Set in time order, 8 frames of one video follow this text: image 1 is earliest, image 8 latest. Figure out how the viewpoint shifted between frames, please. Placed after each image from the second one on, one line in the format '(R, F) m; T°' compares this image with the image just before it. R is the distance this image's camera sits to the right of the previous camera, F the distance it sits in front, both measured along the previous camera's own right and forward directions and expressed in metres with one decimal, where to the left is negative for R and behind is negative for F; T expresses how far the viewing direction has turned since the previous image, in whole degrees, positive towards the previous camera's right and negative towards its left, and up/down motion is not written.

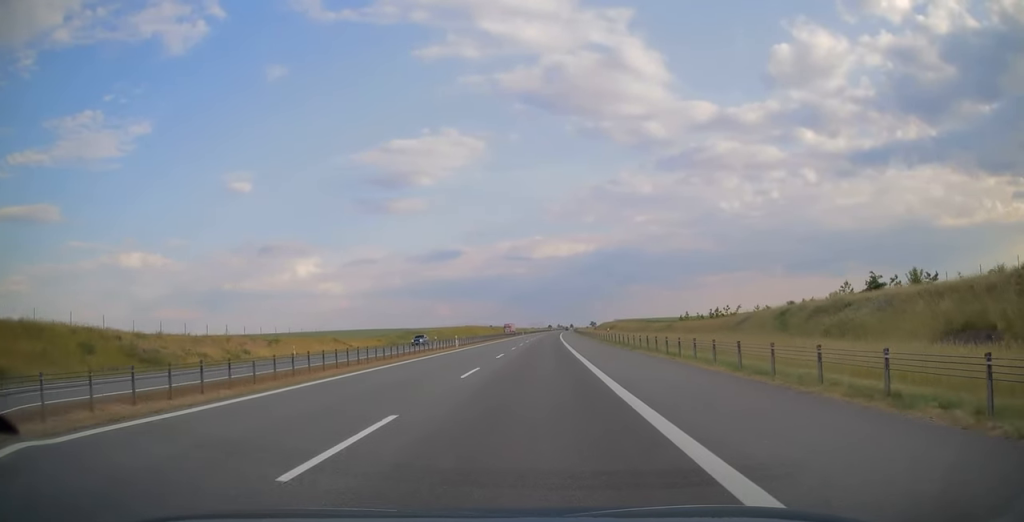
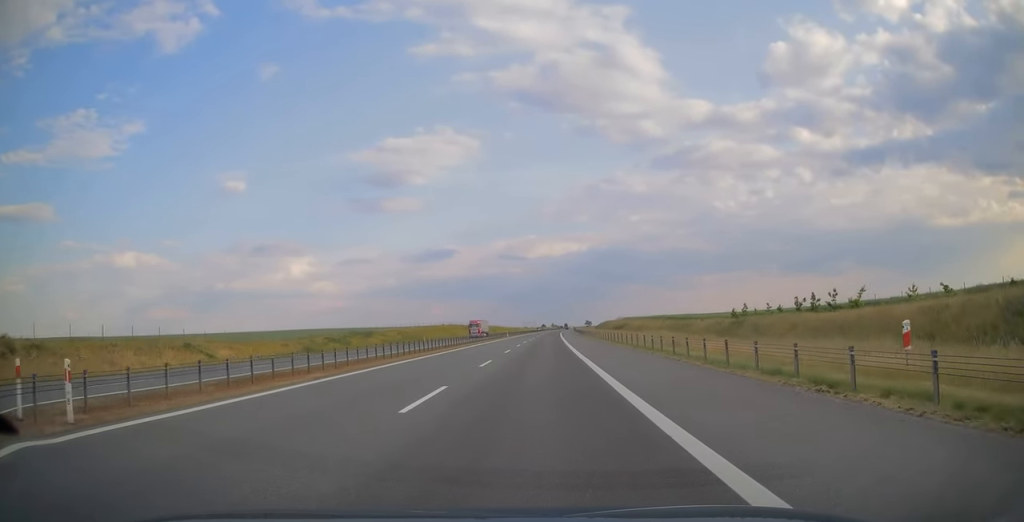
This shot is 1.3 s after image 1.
(+0.2, +43.6) m; +1°
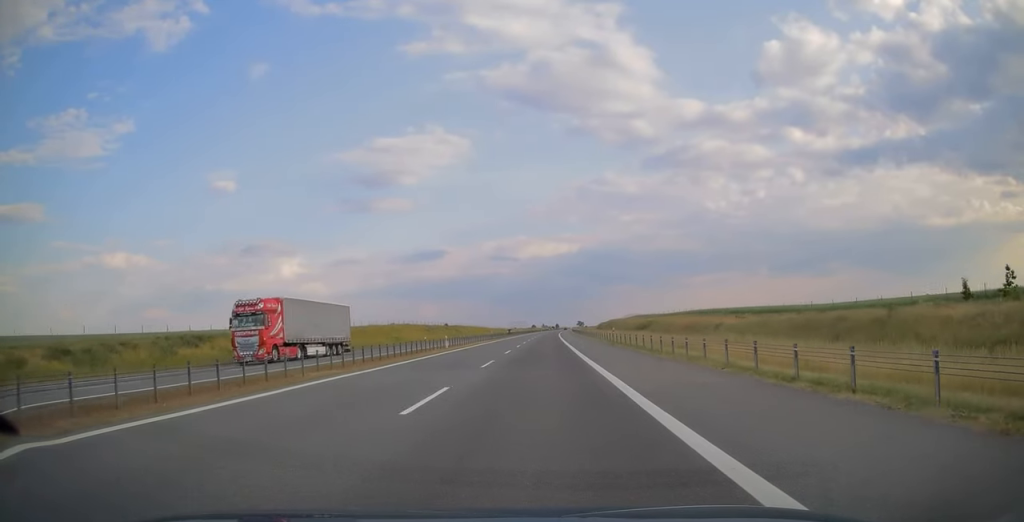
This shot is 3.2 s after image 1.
(+0.5, +60.2) m; +1°
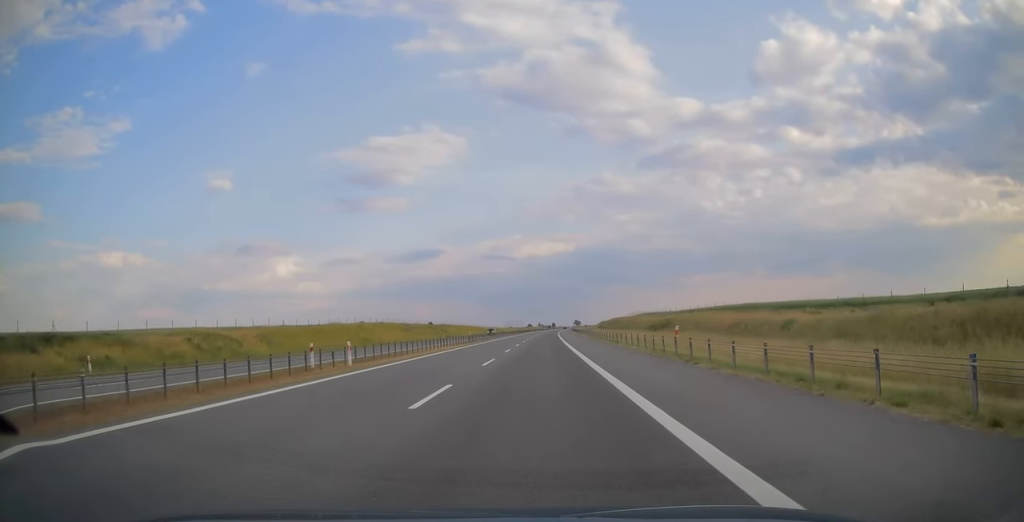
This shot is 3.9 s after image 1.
(0.0, +23.5) m; 0°
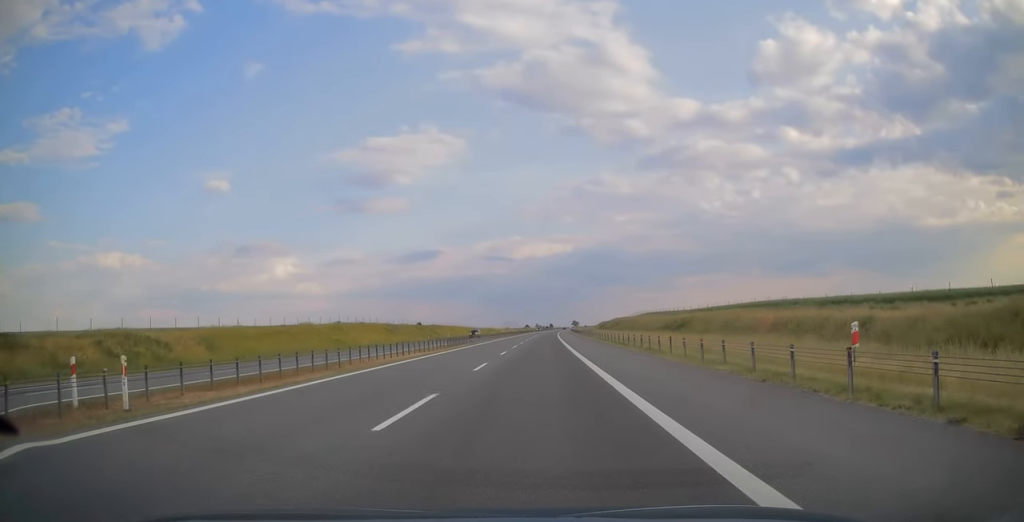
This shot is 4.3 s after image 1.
(0.0, +14.2) m; 0°
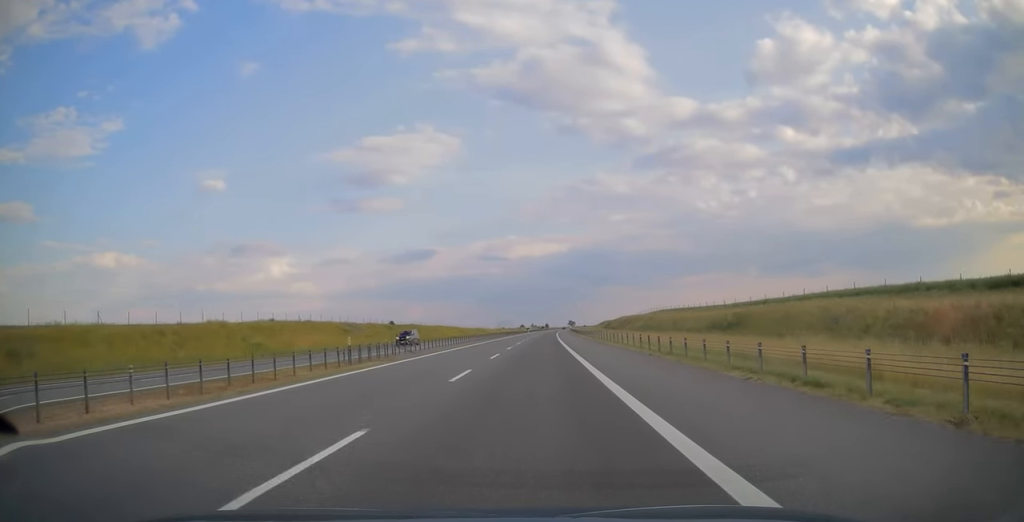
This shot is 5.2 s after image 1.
(+0.2, +28.4) m; 0°
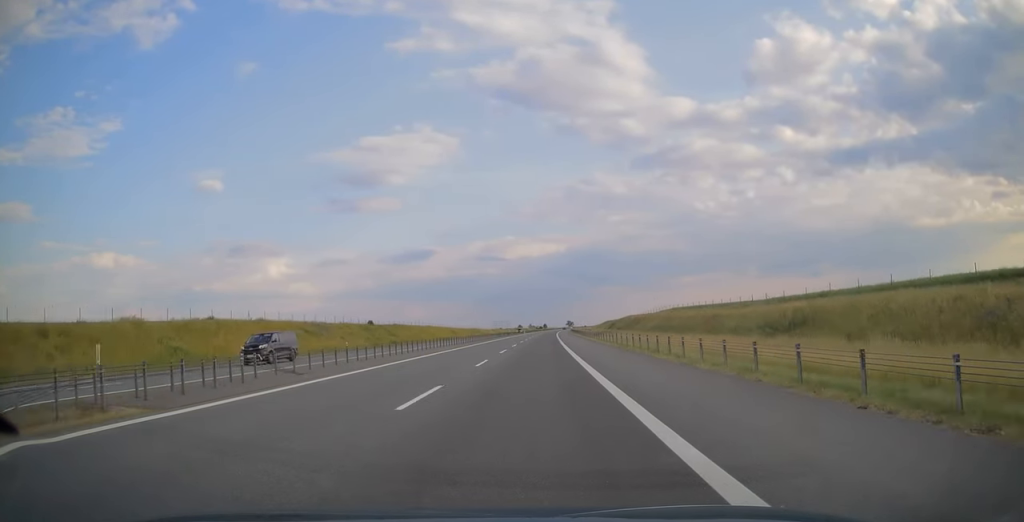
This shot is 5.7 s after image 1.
(+0.1, +17.4) m; 0°
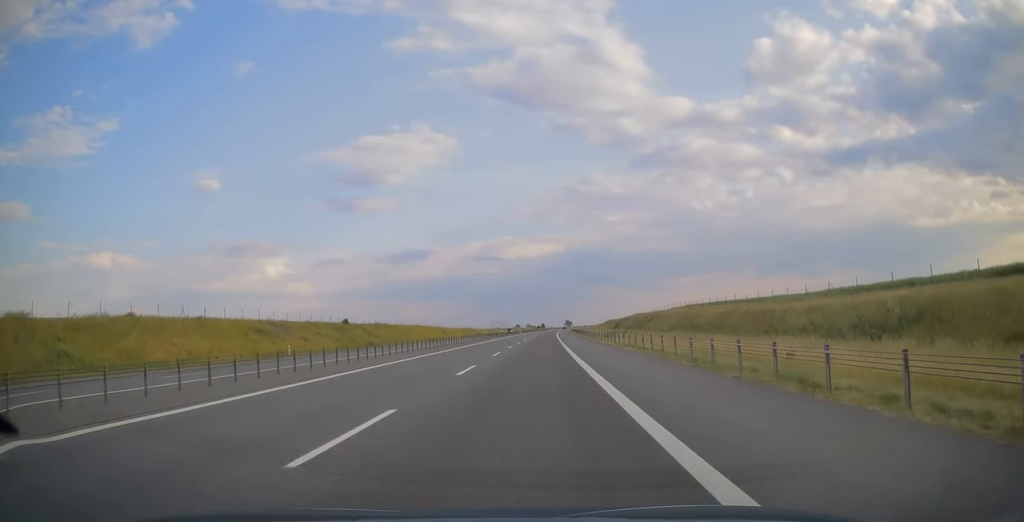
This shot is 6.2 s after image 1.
(0.0, +16.3) m; 0°
